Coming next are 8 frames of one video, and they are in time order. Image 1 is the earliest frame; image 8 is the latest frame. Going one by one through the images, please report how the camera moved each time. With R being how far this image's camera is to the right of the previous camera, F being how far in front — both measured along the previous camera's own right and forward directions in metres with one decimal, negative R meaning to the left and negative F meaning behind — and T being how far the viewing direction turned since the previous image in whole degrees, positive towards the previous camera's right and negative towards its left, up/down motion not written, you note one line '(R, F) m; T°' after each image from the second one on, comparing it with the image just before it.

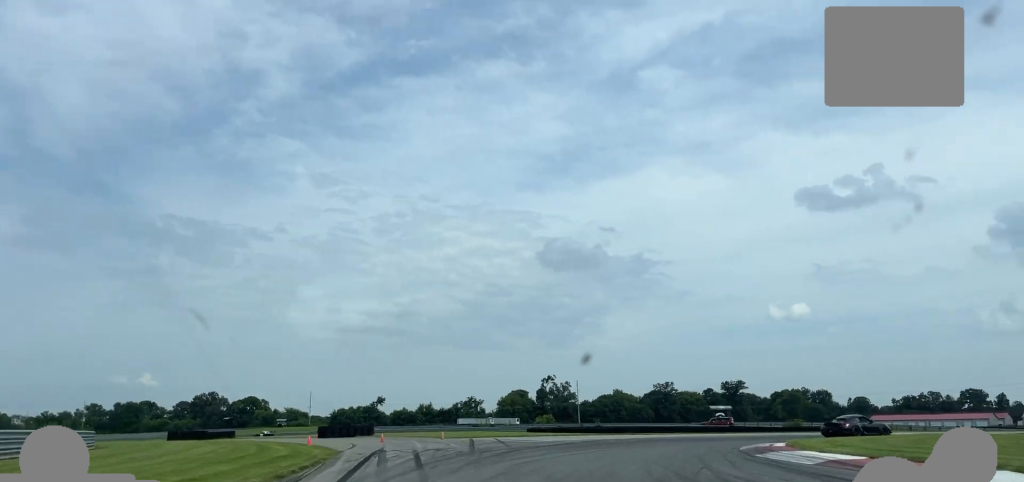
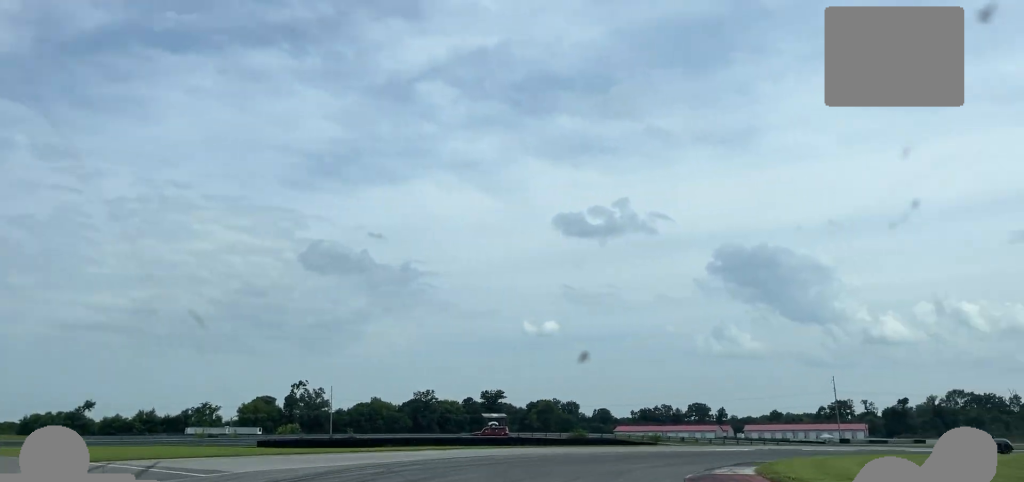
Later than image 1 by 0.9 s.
(+2.6, +19.3) m; +19°
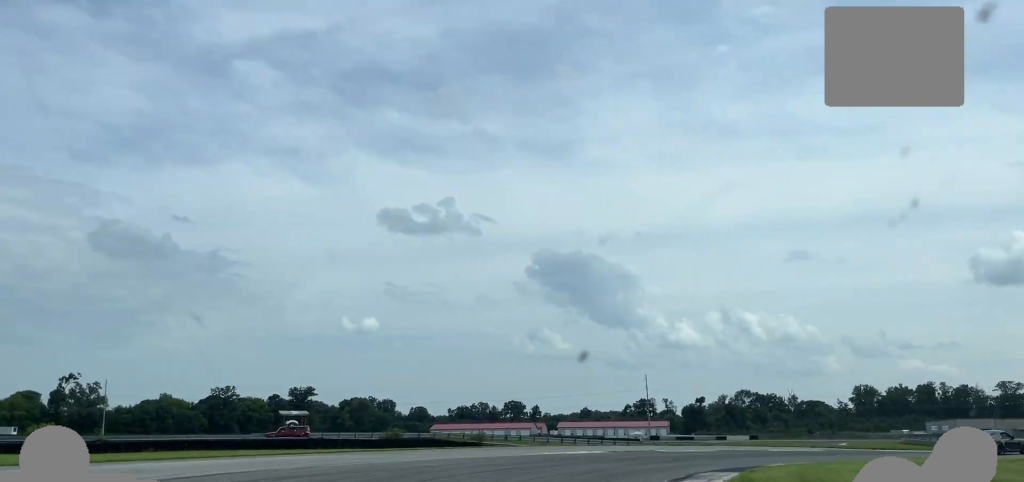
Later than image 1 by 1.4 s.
(+2.0, +10.5) m; +14°
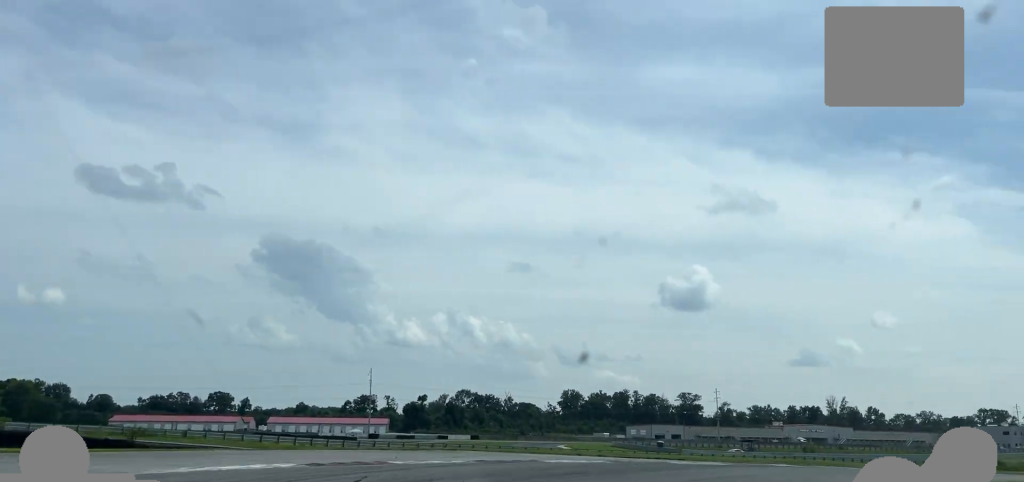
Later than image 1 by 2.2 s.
(+2.4, +14.9) m; +21°
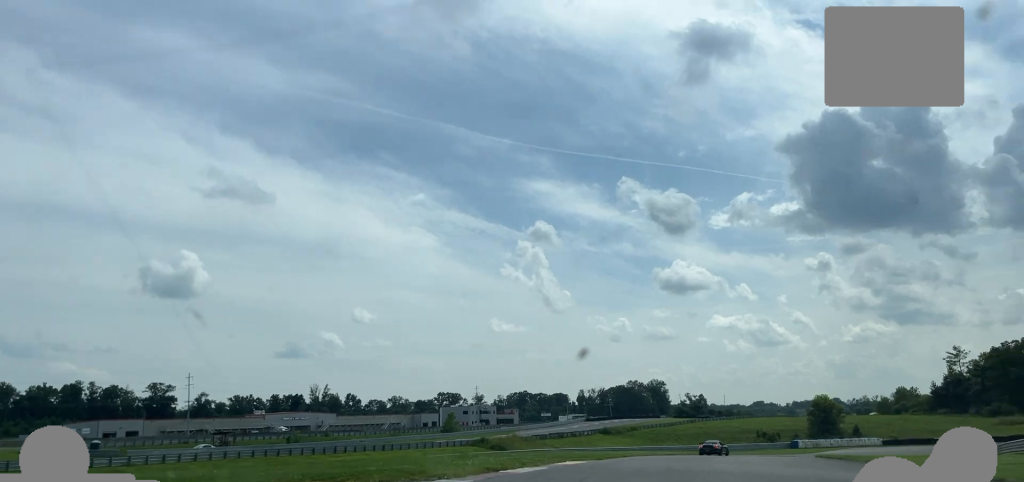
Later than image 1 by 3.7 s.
(+10.8, +30.2) m; +34°
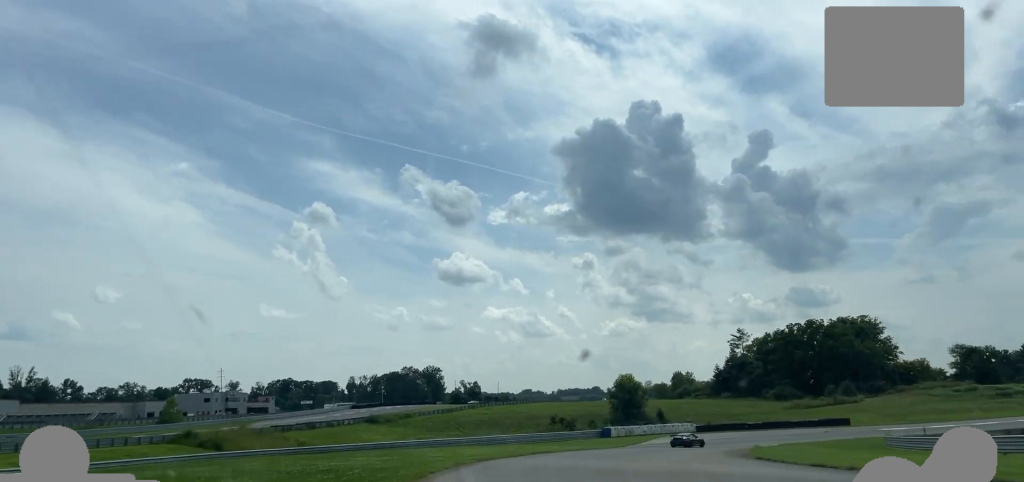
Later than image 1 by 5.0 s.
(+5.5, +31.4) m; +18°
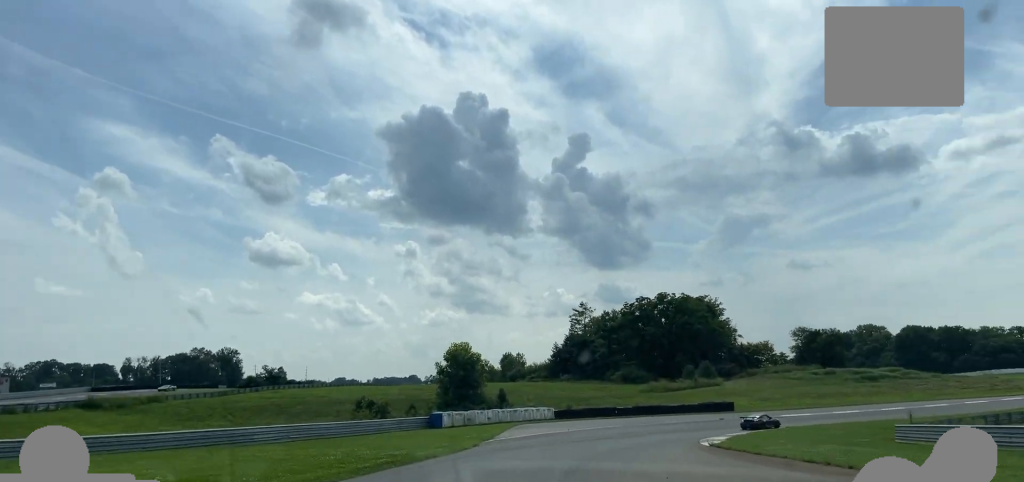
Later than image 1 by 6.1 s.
(+3.2, +31.1) m; +13°
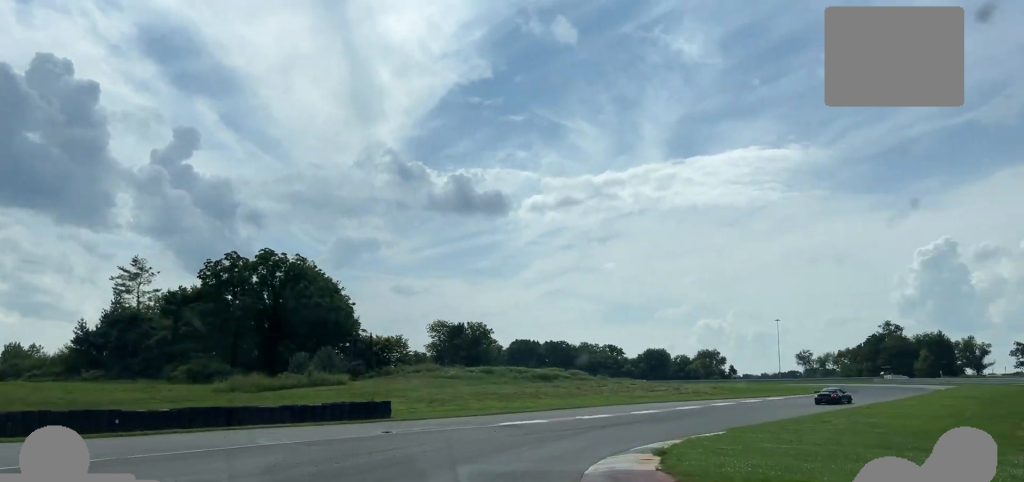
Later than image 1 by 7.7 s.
(+11.6, +46.4) m; +30°
